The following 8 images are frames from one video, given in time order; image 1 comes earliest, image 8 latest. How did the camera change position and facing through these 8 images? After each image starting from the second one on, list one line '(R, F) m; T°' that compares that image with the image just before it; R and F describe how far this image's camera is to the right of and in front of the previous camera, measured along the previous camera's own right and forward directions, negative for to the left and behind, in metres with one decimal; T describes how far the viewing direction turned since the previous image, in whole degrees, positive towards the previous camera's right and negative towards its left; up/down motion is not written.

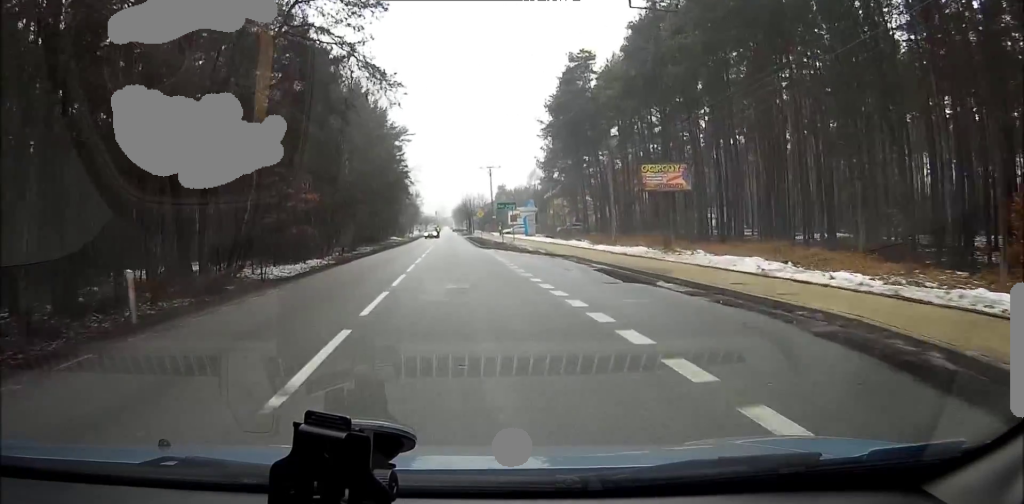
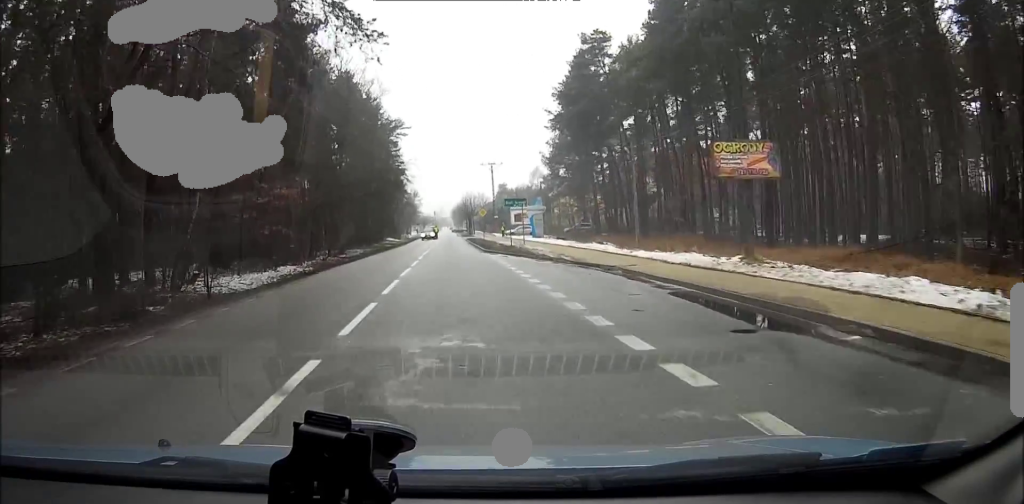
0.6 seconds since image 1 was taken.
(+0.1, +8.0) m; +1°
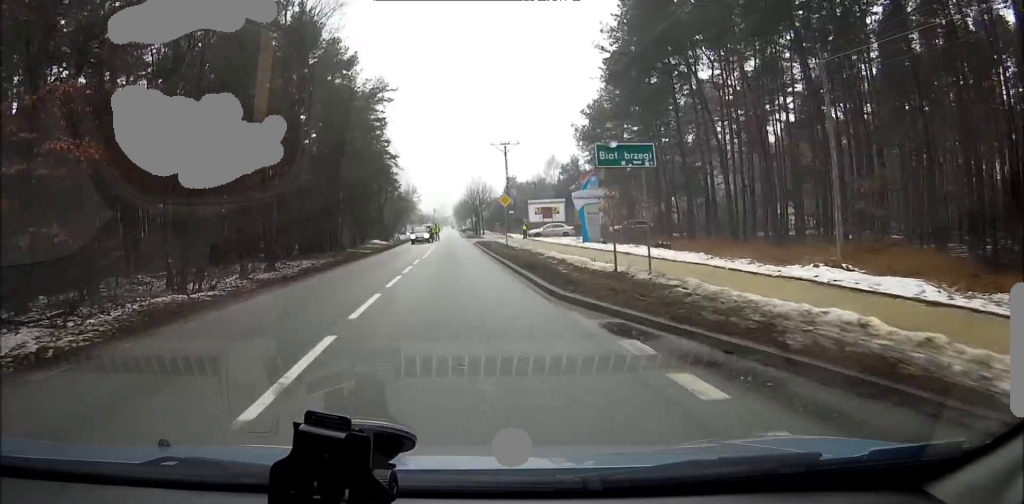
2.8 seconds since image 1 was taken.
(+1.0, +28.4) m; +2°
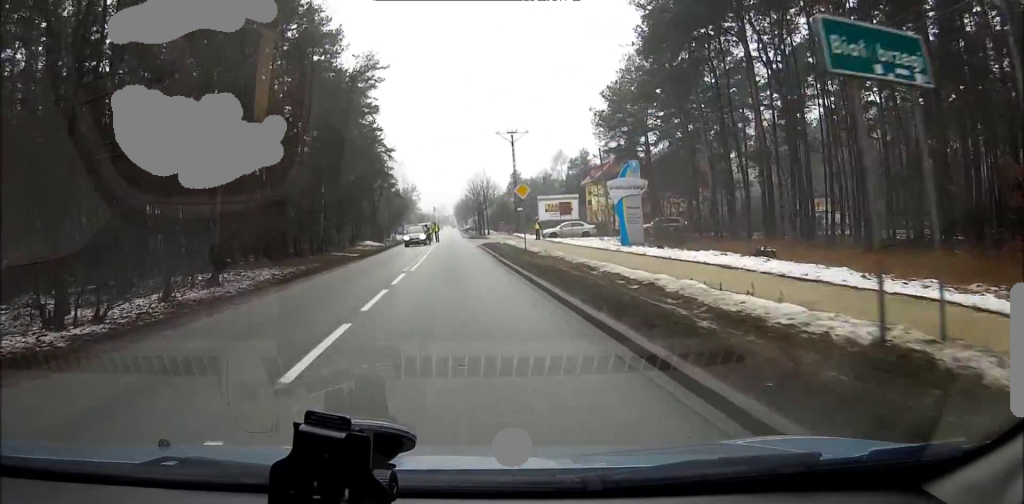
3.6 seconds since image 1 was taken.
(-0.1, +10.7) m; -1°
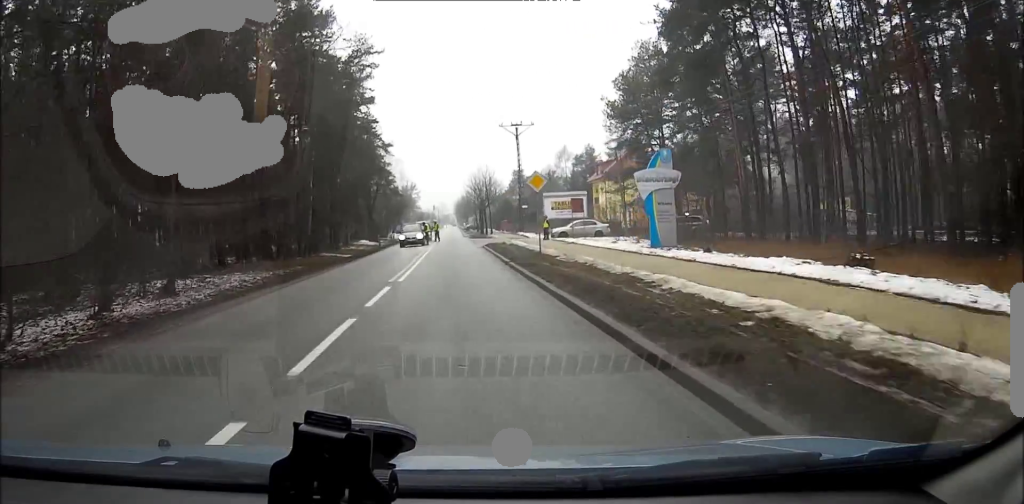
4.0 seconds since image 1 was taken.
(-0.1, +5.6) m; -1°
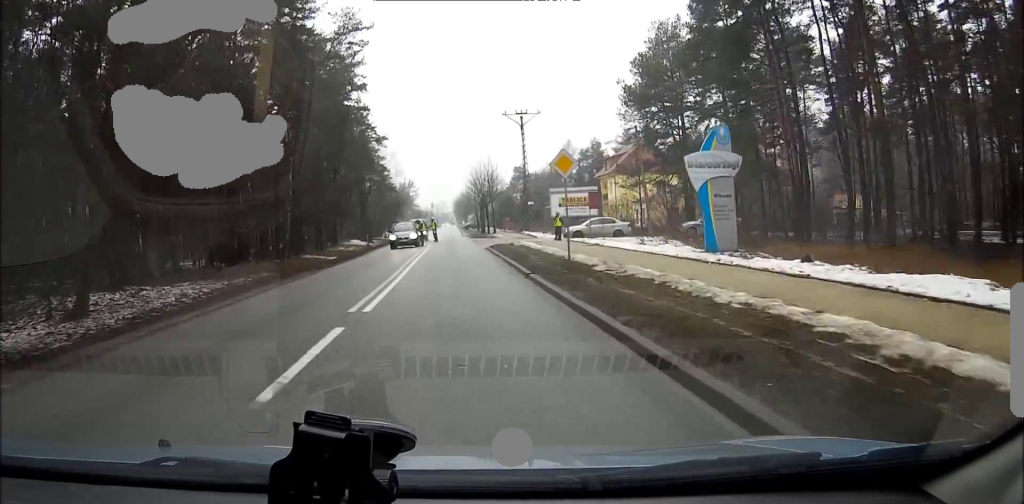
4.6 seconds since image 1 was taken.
(0.0, +7.1) m; 0°
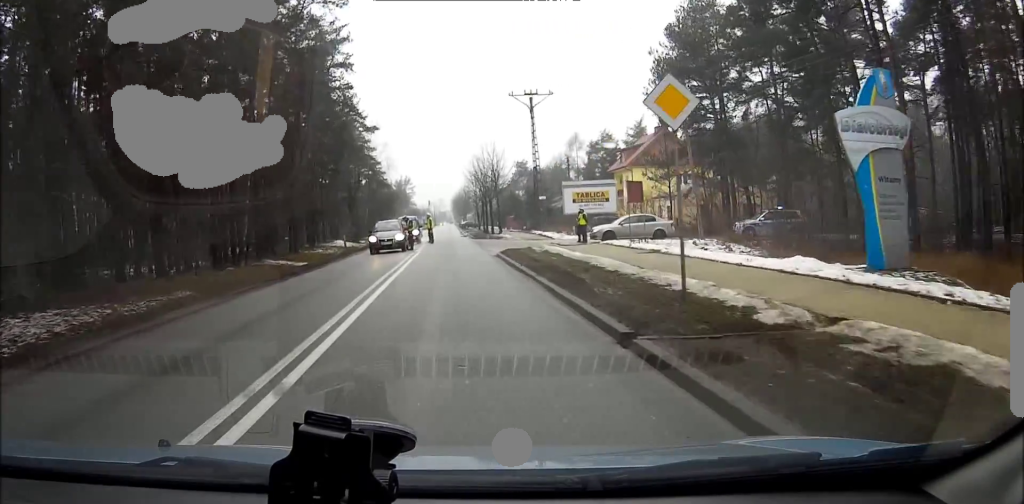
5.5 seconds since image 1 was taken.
(0.0, +10.6) m; 0°
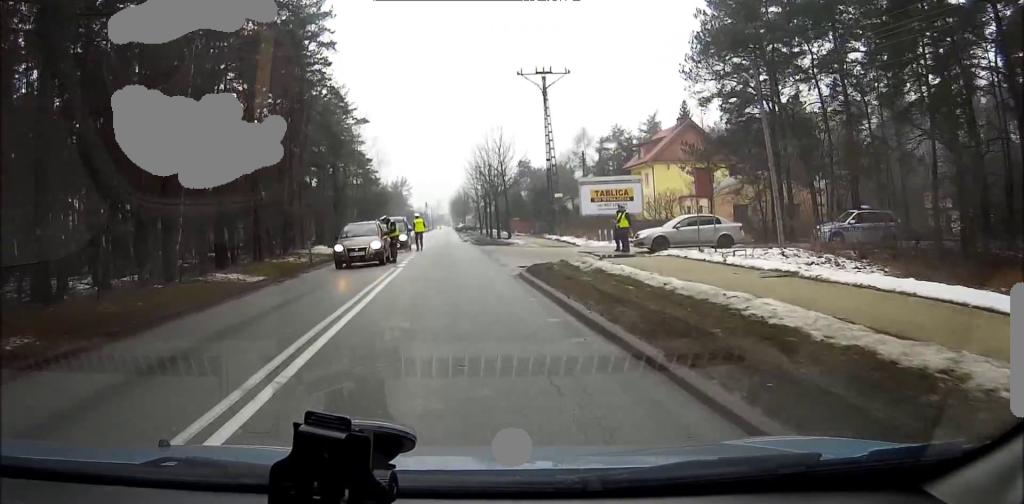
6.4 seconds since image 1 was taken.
(0.0, +10.6) m; -1°
